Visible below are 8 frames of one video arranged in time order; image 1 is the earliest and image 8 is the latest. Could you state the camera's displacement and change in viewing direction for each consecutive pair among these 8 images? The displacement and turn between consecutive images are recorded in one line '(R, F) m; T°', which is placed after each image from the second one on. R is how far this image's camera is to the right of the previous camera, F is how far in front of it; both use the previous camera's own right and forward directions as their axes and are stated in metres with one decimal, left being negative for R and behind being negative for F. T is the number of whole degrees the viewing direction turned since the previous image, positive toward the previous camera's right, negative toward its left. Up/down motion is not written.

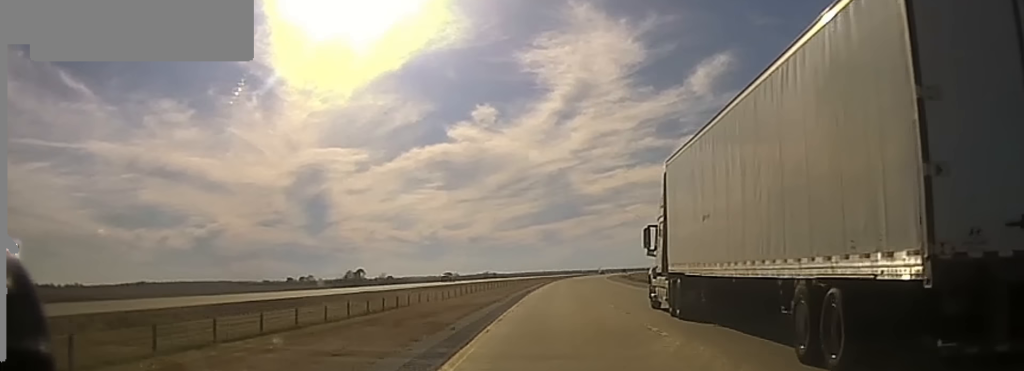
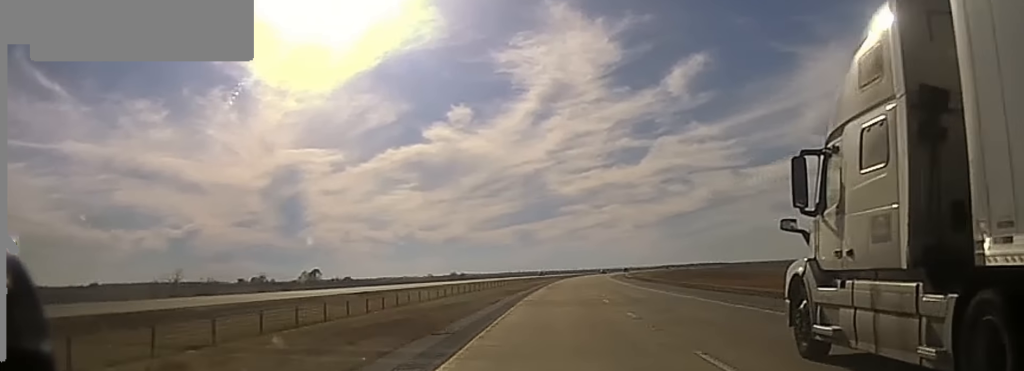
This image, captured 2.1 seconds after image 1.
(+1.1, +78.4) m; +2°
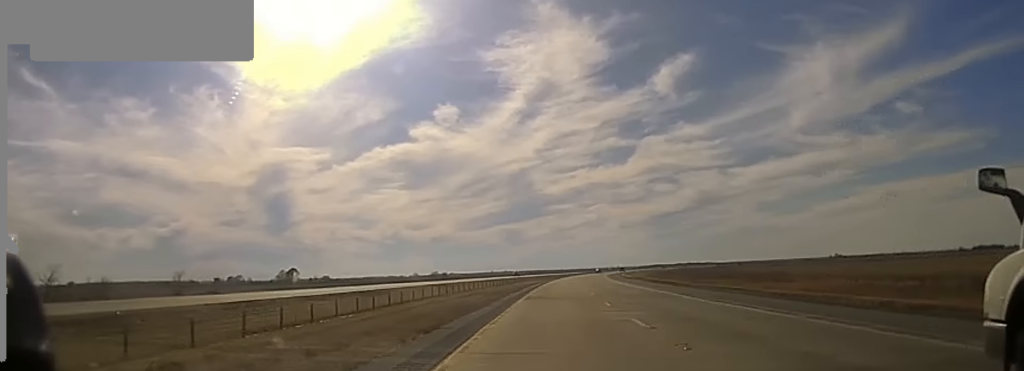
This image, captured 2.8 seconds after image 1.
(+0.1, +24.9) m; 0°
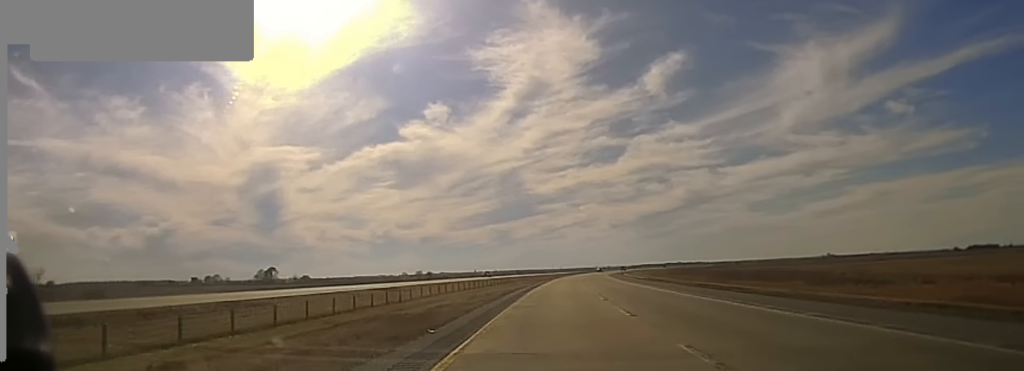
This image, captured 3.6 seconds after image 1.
(+0.1, +29.0) m; 0°
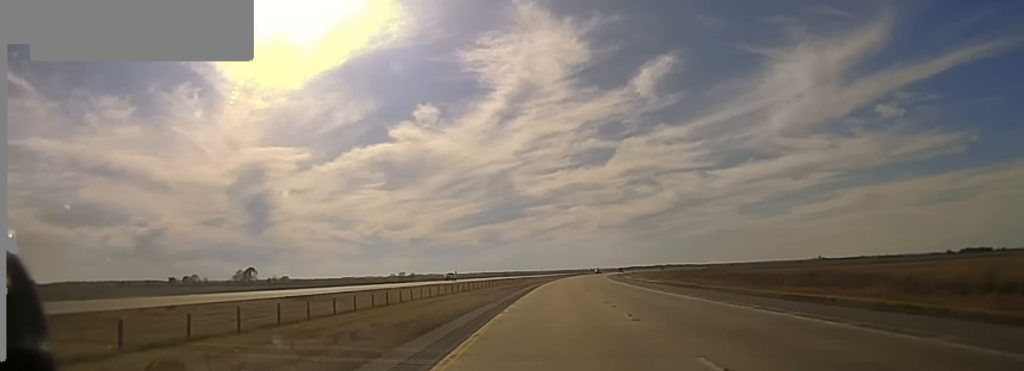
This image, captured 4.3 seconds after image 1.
(0.0, +26.0) m; +1°
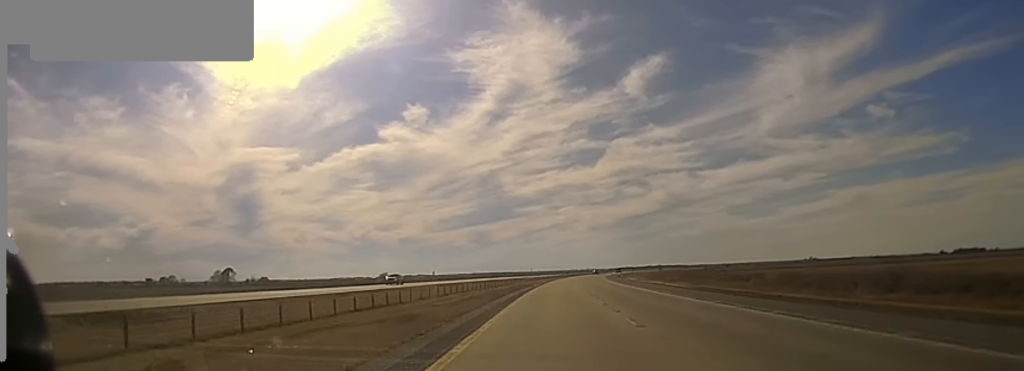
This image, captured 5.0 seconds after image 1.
(+0.3, +25.1) m; +1°
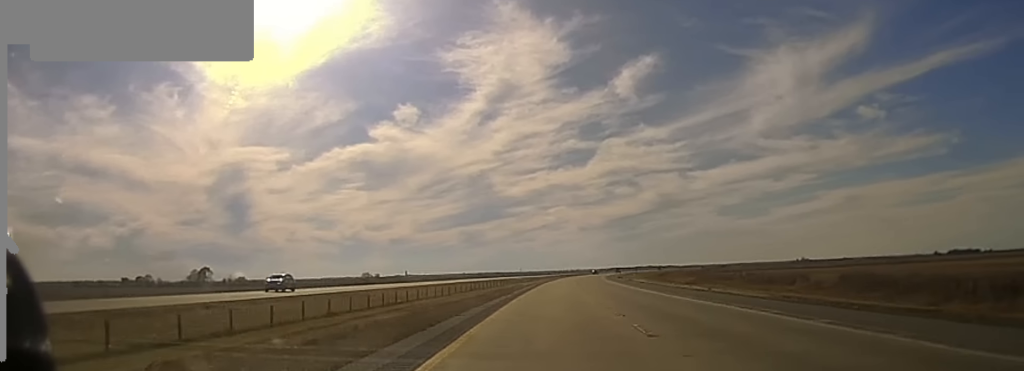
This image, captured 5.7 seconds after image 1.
(+0.3, +30.0) m; +1°
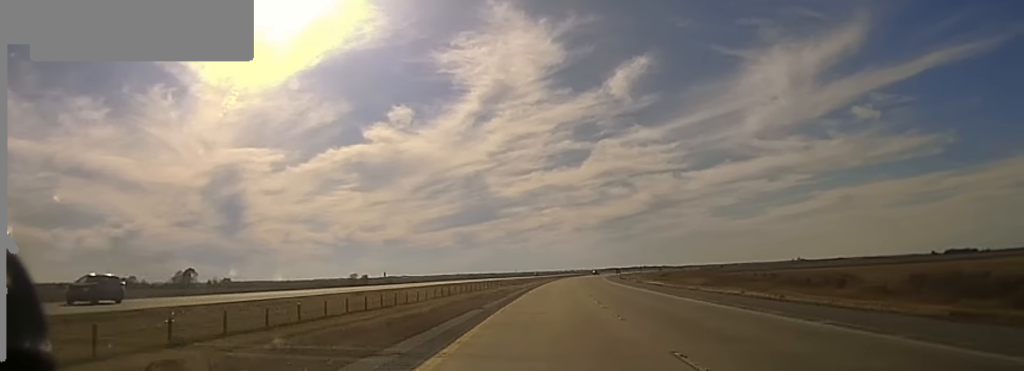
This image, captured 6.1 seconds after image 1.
(+0.2, +17.1) m; 0°
